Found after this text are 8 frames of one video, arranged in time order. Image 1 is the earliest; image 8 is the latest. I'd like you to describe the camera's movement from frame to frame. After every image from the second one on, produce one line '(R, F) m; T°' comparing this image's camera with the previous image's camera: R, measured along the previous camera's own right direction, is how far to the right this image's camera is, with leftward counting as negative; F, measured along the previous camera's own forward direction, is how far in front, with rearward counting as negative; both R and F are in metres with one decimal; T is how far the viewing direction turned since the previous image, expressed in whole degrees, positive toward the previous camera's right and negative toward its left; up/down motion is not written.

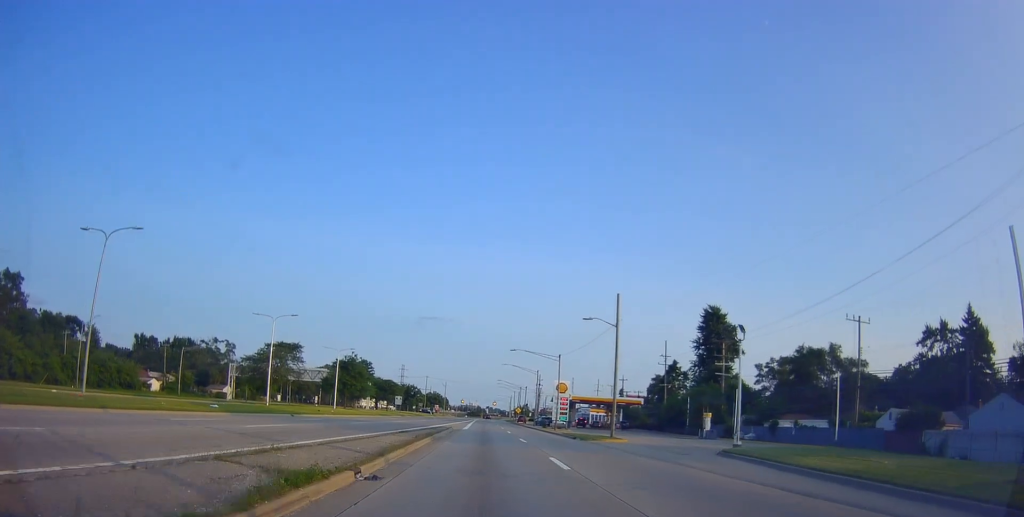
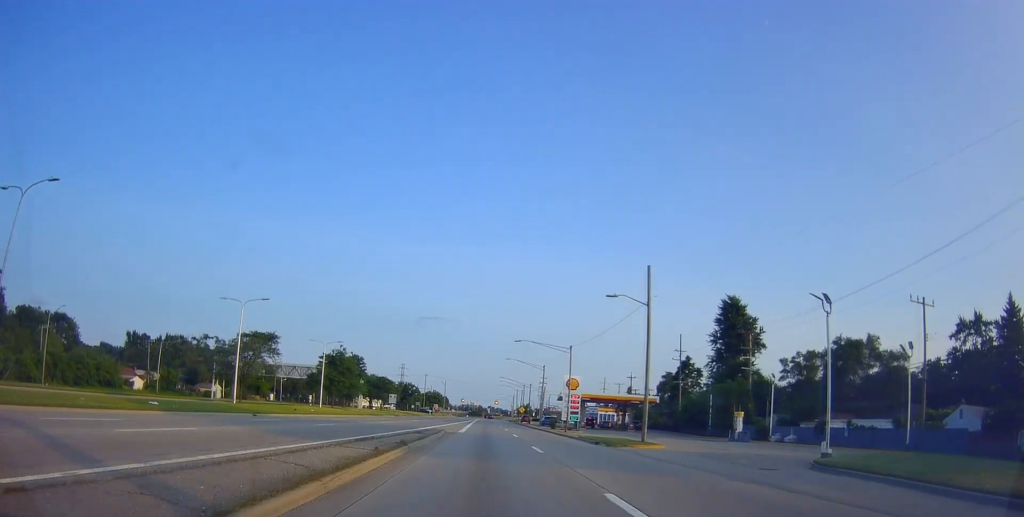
(-0.2, +8.7) m; 0°
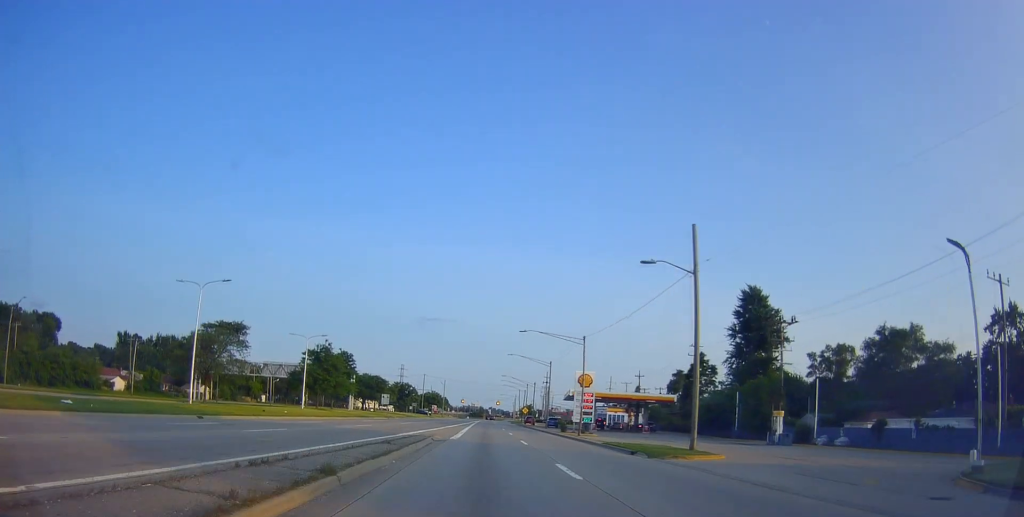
(-0.2, +8.7) m; 0°
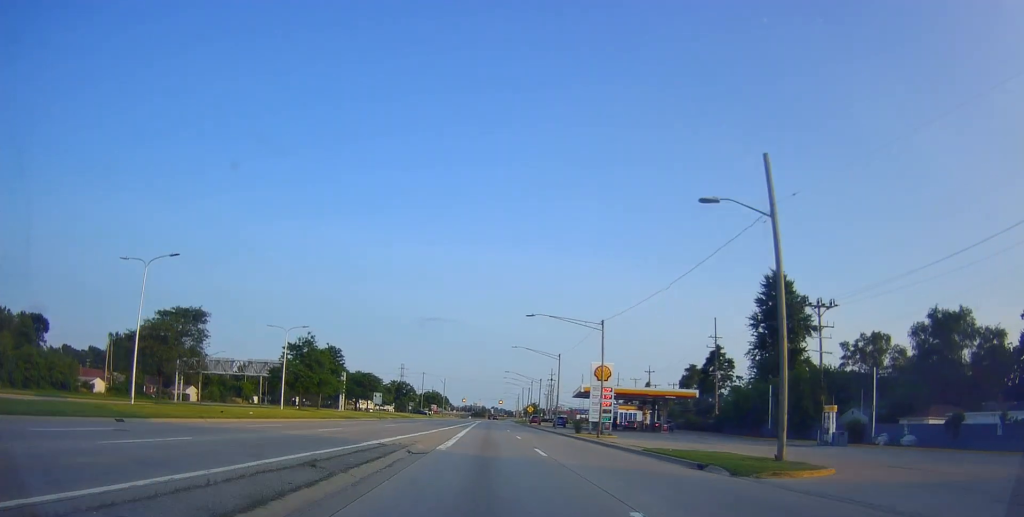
(0.0, +8.7) m; 0°
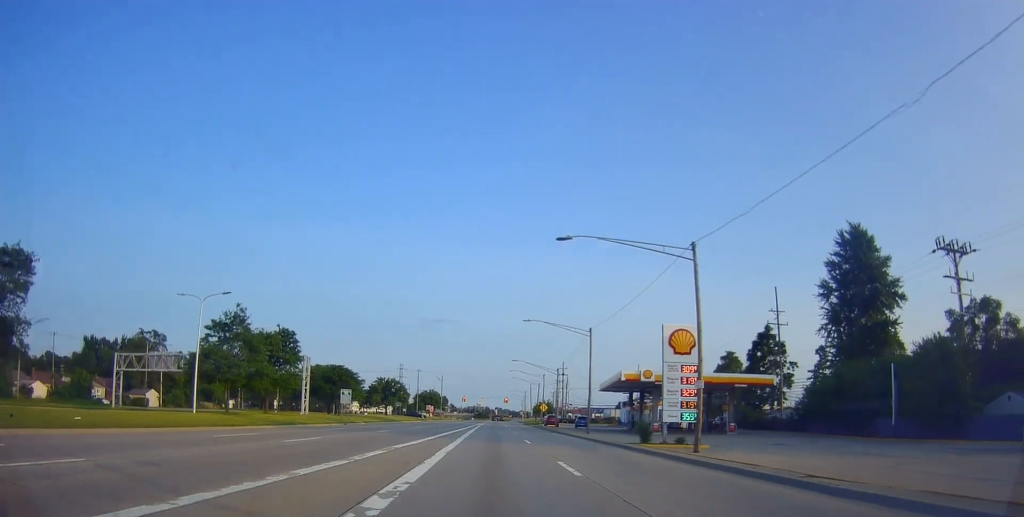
(+0.3, +22.1) m; 0°
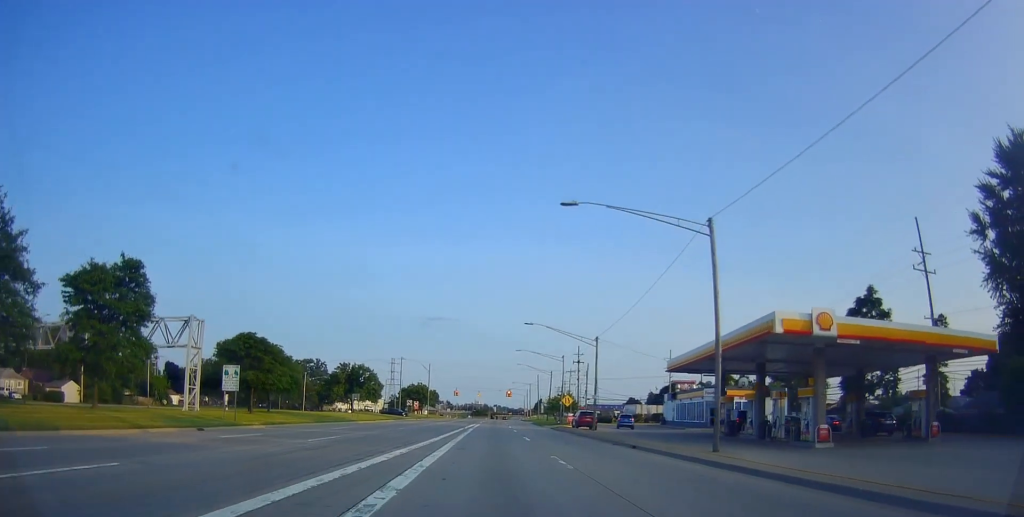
(-0.7, +32.2) m; -1°
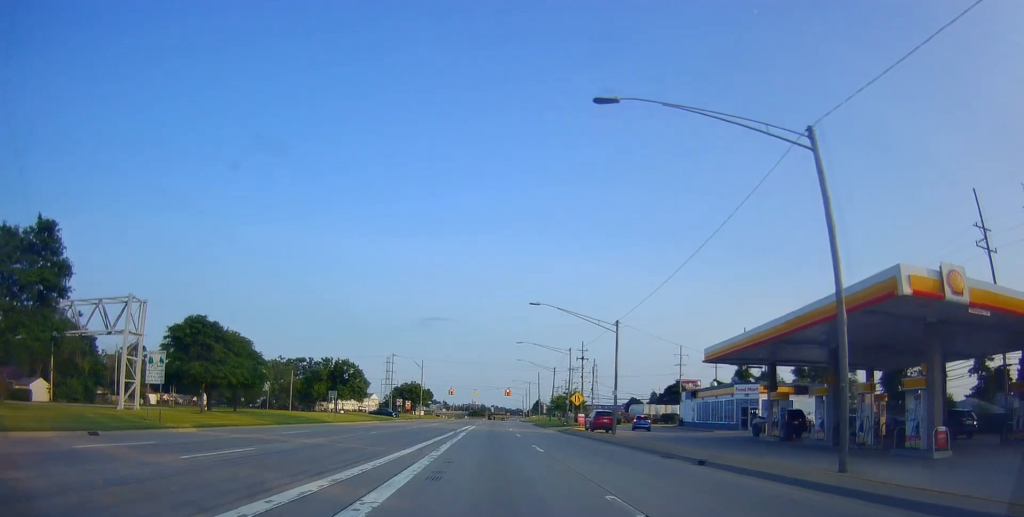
(+0.1, +9.9) m; 0°
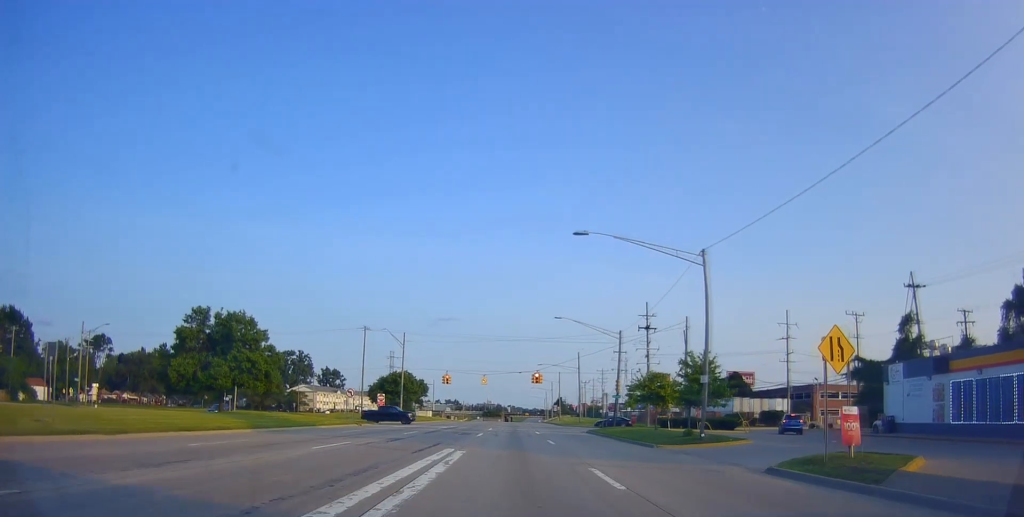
(-0.2, +48.7) m; -2°
